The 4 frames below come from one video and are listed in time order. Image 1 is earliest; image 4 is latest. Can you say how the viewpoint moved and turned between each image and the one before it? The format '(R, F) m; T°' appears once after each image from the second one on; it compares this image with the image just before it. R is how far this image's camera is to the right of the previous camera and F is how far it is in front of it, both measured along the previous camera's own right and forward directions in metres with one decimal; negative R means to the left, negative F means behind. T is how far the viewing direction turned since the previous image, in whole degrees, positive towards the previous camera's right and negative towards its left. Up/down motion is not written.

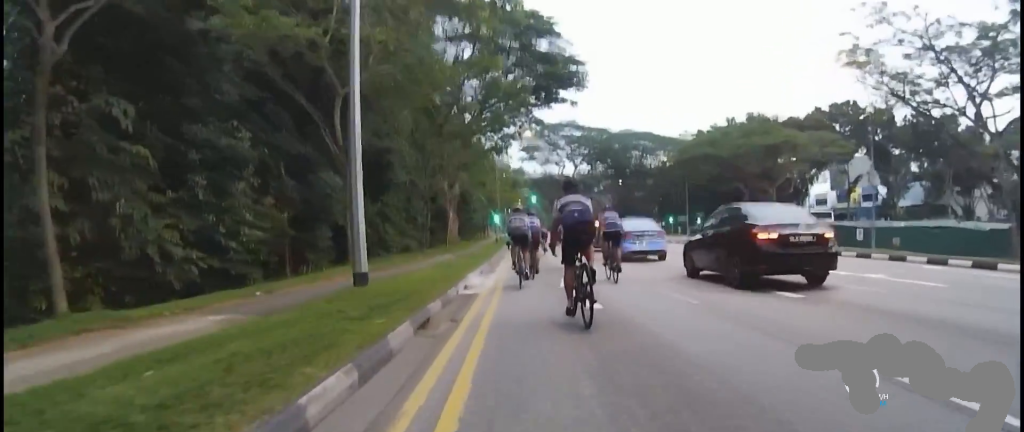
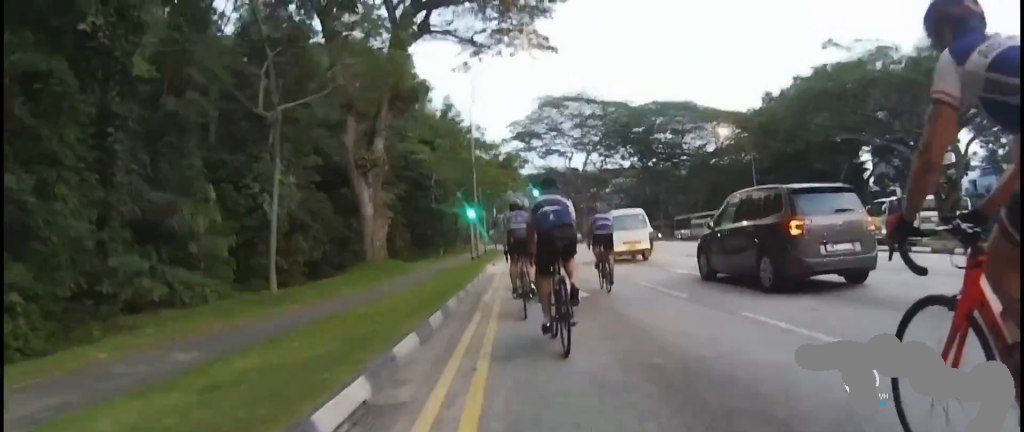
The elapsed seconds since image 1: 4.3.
(-0.5, +31.3) m; -3°
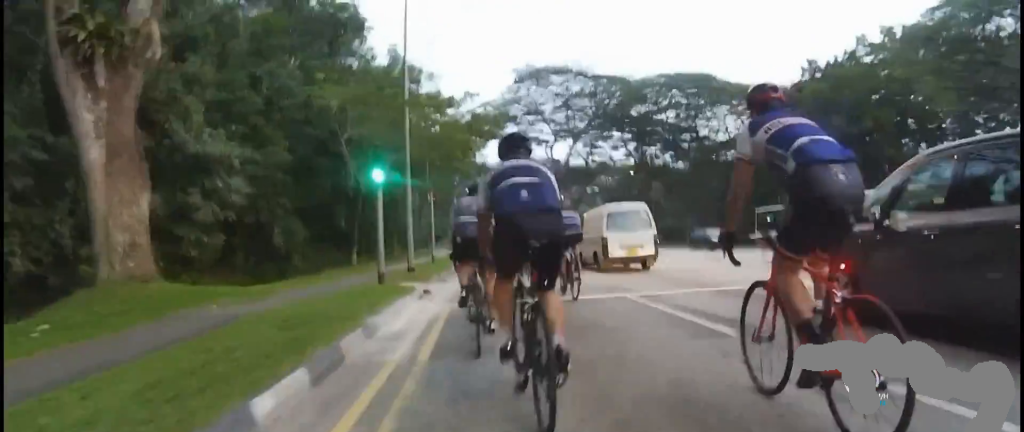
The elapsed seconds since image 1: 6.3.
(-0.6, +16.3) m; 0°
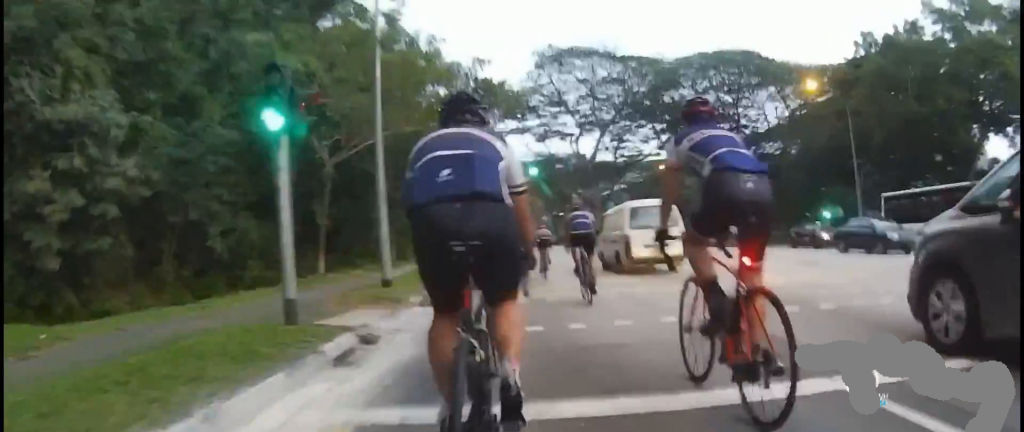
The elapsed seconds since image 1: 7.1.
(+0.2, +6.2) m; +3°
